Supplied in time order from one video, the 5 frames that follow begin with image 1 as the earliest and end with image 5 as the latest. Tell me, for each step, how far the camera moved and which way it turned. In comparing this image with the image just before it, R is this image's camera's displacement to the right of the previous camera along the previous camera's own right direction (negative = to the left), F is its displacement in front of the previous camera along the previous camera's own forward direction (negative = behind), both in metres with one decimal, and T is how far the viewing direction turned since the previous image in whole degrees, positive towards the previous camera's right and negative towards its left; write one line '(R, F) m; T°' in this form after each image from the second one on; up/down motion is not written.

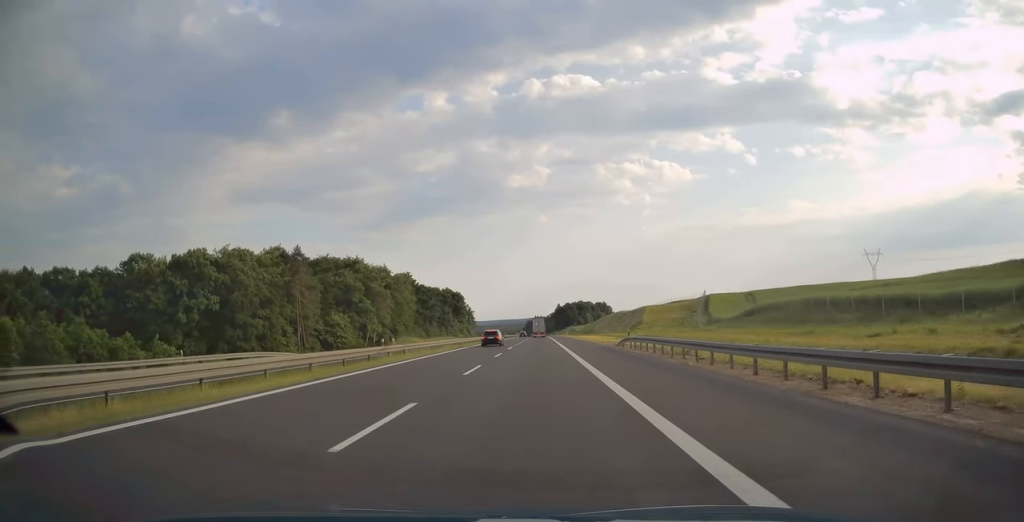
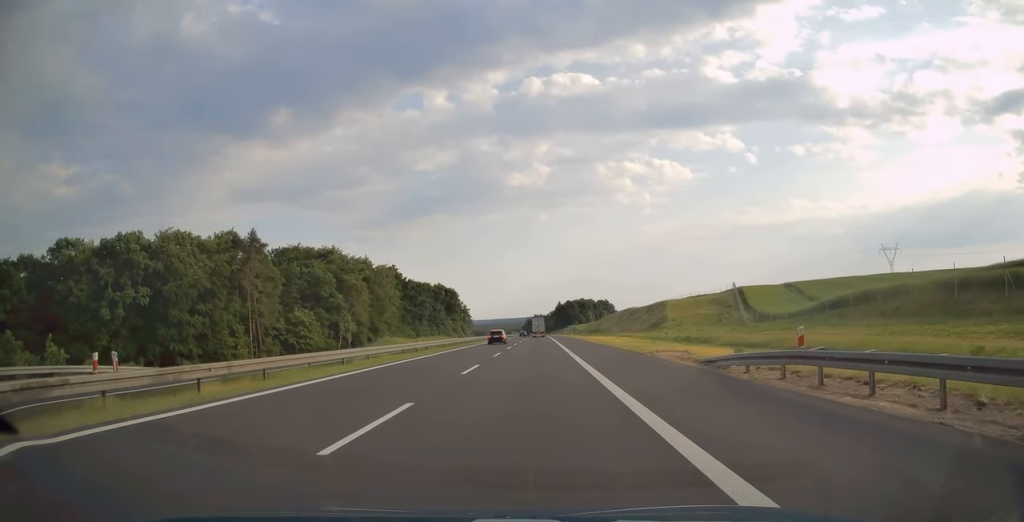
(0.0, +23.9) m; 0°
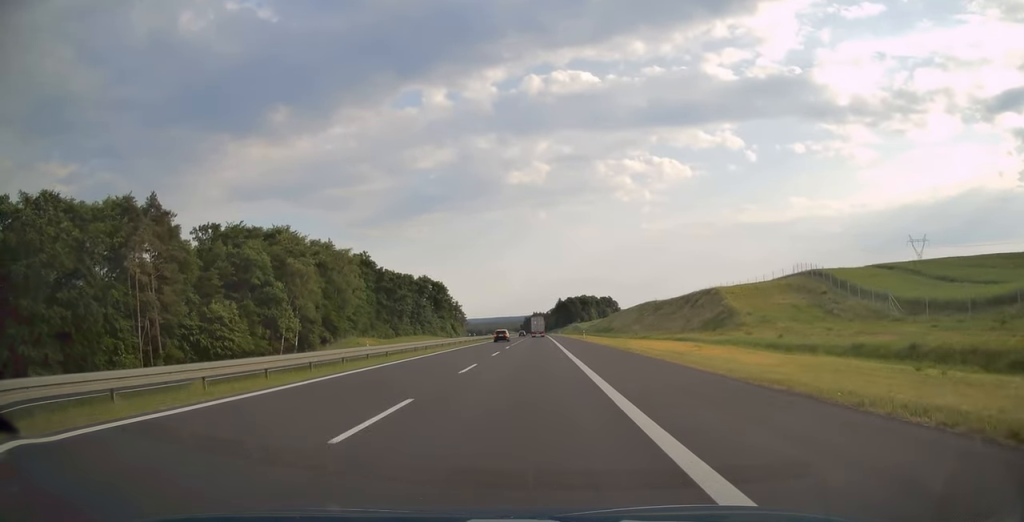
(0.0, +35.4) m; 0°
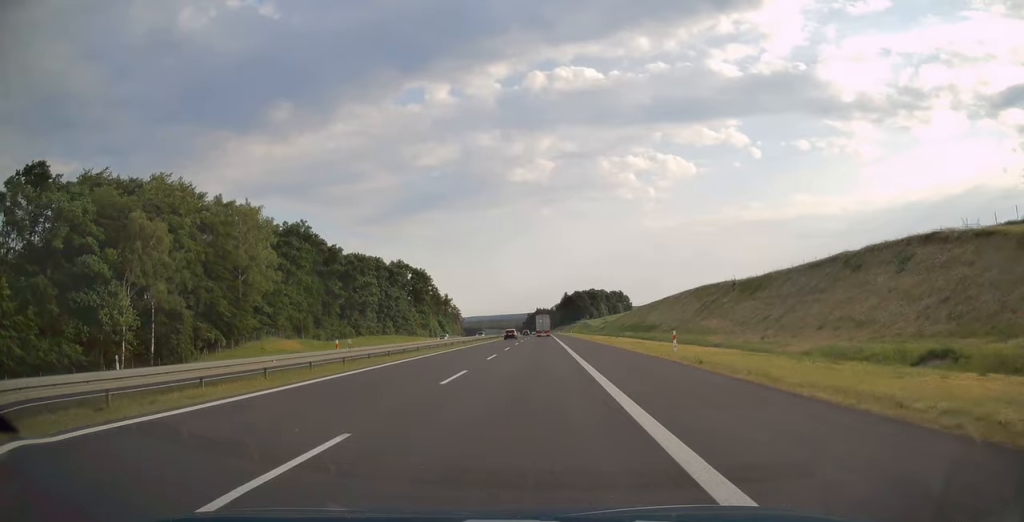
(-0.1, +51.9) m; 0°
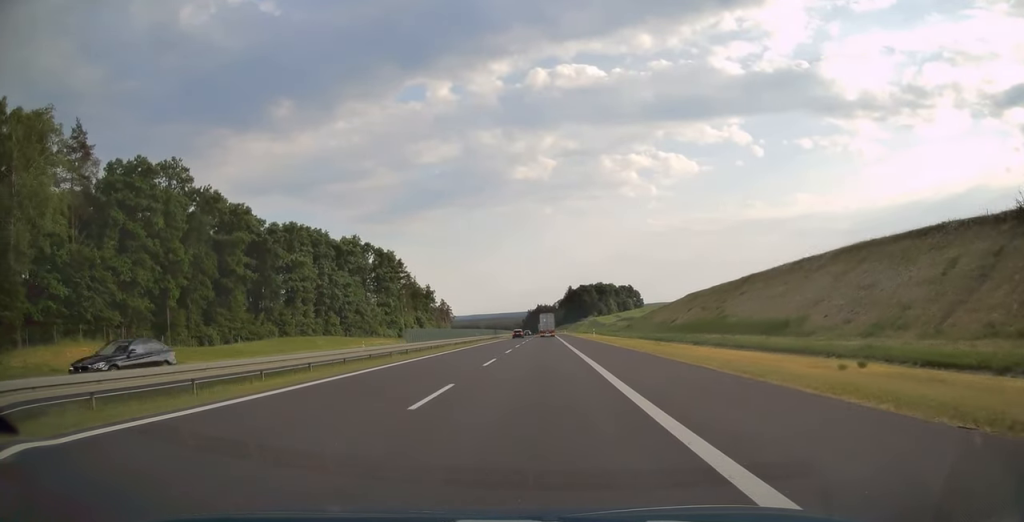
(0.0, +52.5) m; 0°
